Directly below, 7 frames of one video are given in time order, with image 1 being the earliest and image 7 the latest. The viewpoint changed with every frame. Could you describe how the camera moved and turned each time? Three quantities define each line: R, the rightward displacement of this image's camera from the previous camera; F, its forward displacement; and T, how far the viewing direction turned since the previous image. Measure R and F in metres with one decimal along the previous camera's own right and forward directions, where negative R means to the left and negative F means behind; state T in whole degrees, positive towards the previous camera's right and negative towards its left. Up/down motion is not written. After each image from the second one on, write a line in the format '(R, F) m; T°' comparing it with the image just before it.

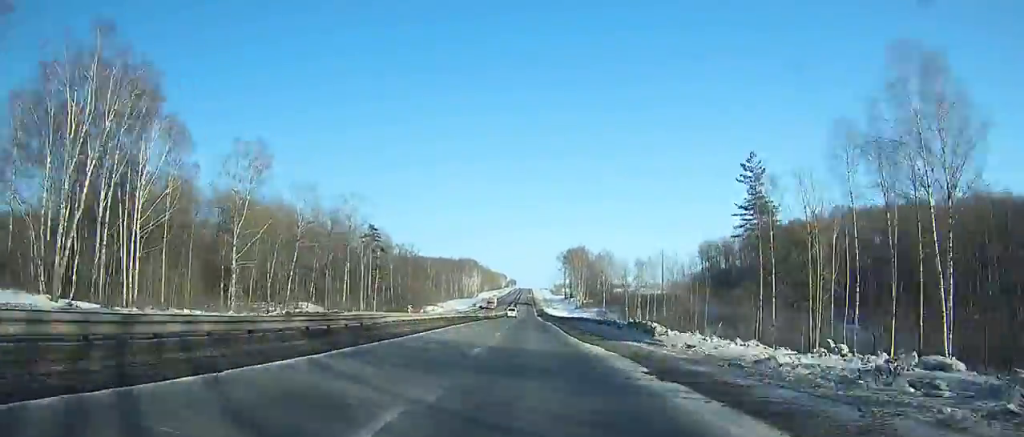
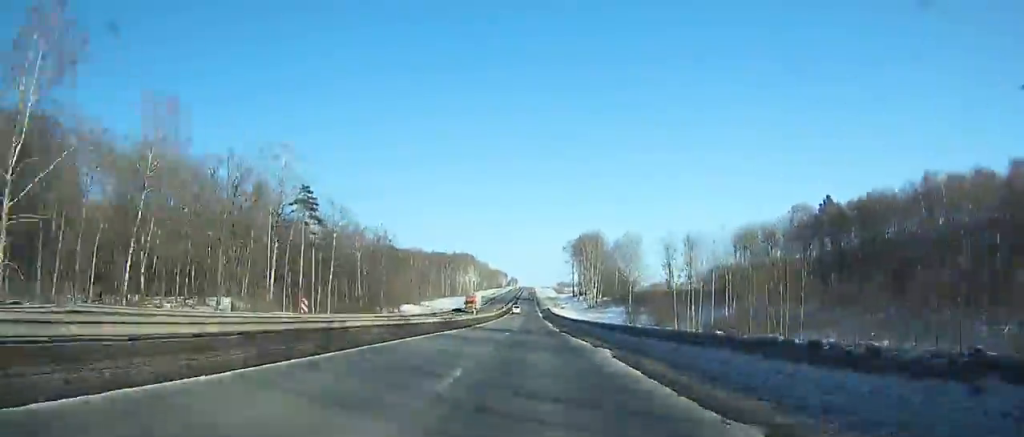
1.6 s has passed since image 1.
(+0.1, +42.5) m; 0°
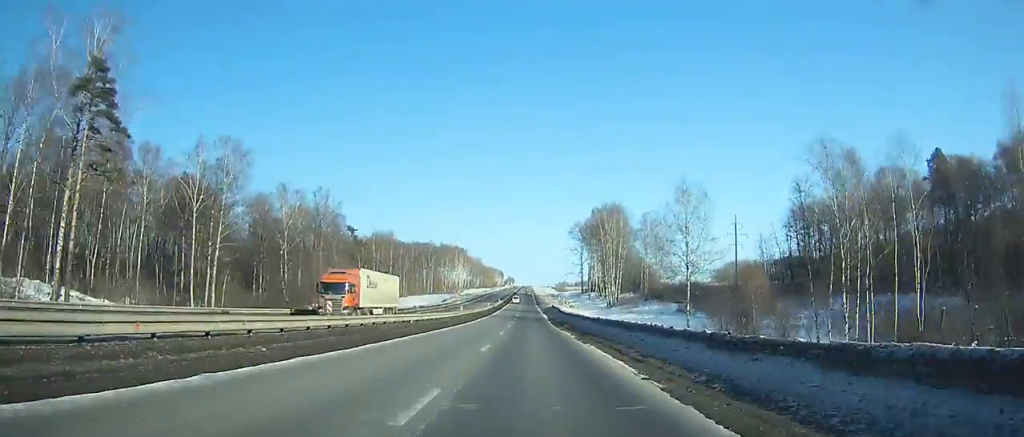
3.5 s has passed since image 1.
(-0.2, +50.5) m; 0°
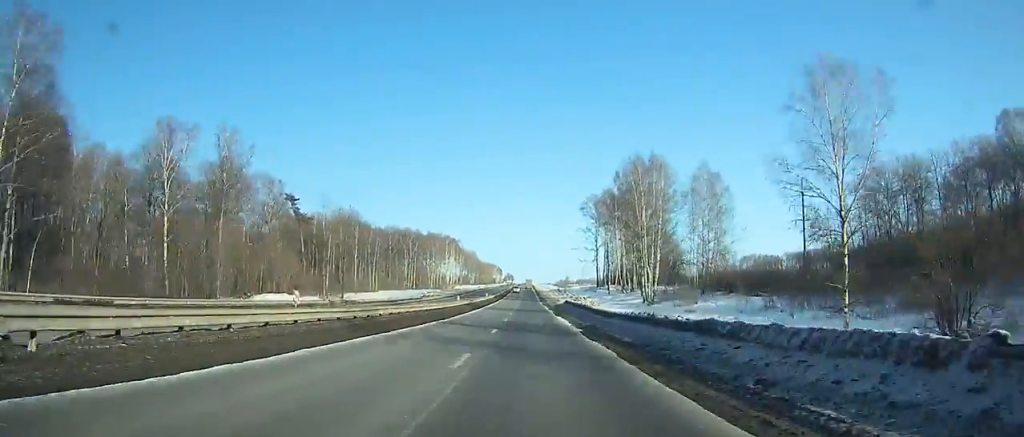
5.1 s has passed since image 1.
(0.0, +42.5) m; 0°
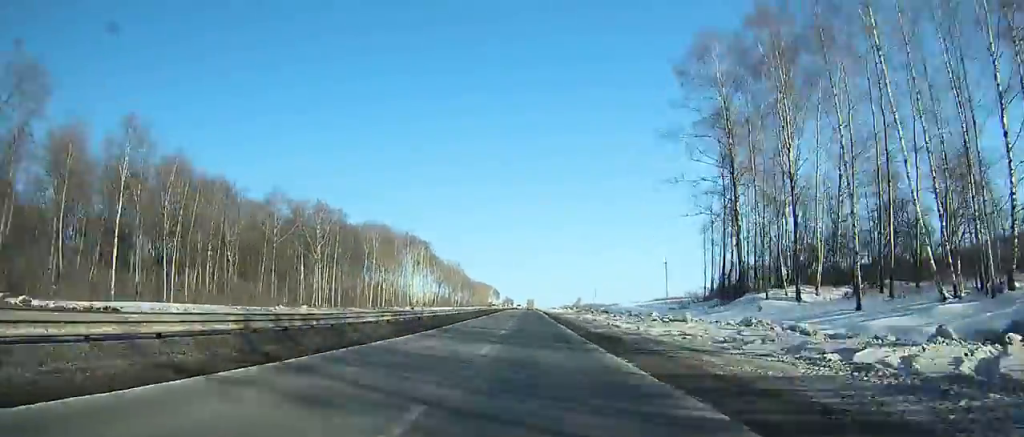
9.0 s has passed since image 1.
(+0.5, +103.4) m; 0°
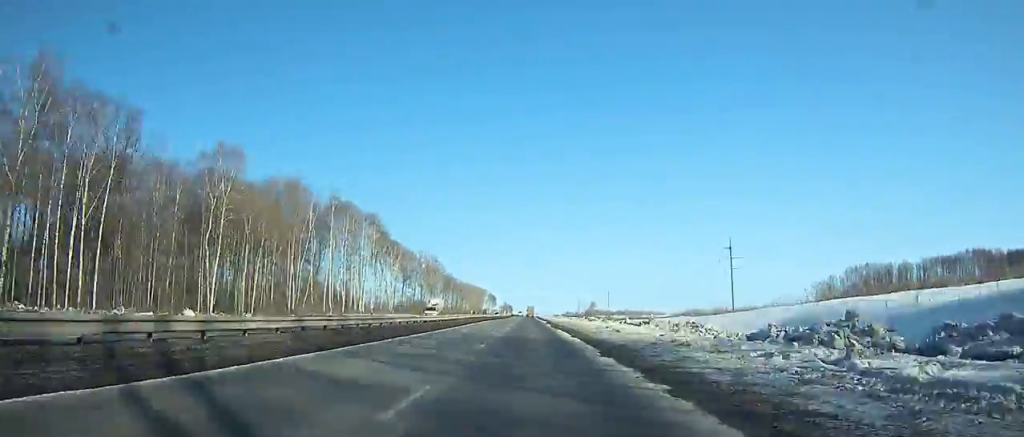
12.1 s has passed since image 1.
(0.0, +82.4) m; 0°
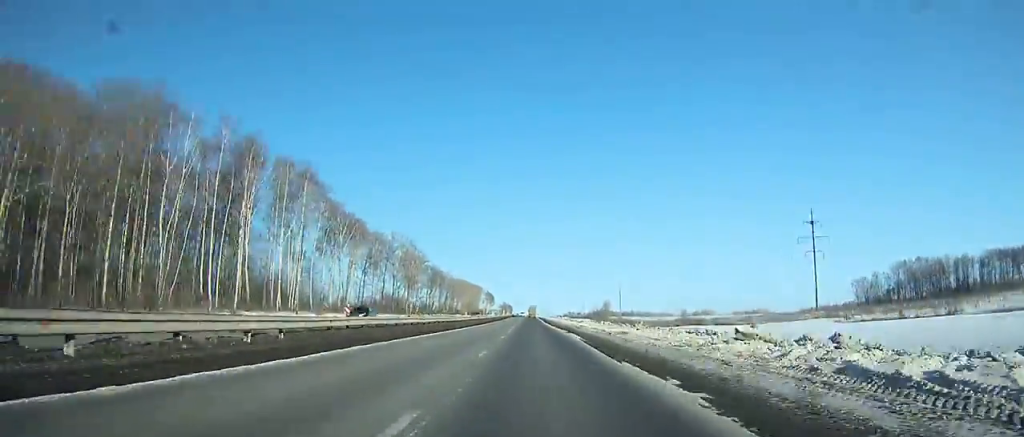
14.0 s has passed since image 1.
(0.0, +50.8) m; 0°
